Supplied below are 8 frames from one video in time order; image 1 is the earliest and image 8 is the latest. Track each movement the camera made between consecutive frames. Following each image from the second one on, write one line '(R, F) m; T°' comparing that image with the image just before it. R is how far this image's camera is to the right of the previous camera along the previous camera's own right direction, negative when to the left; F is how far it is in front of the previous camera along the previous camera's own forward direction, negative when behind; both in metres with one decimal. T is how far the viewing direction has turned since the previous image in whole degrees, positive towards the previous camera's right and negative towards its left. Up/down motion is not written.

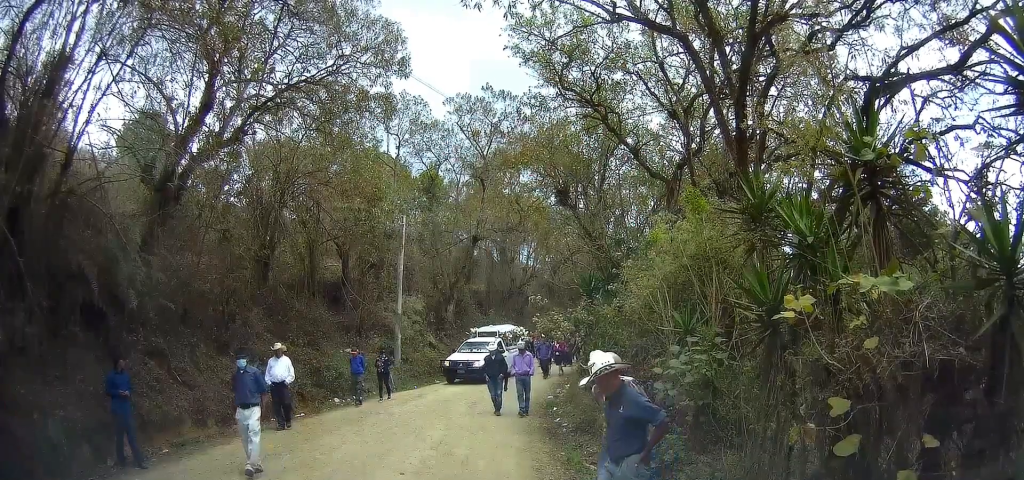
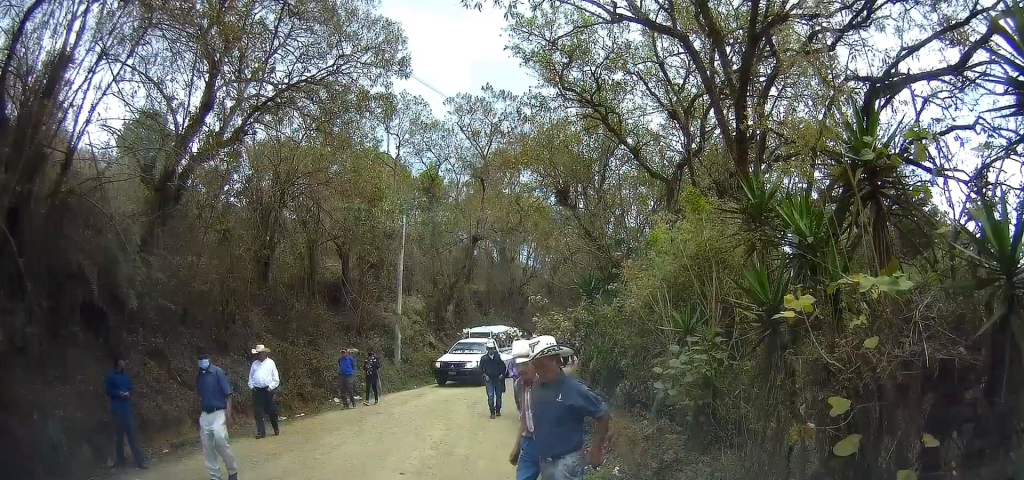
(+0.2, +0.1) m; 0°
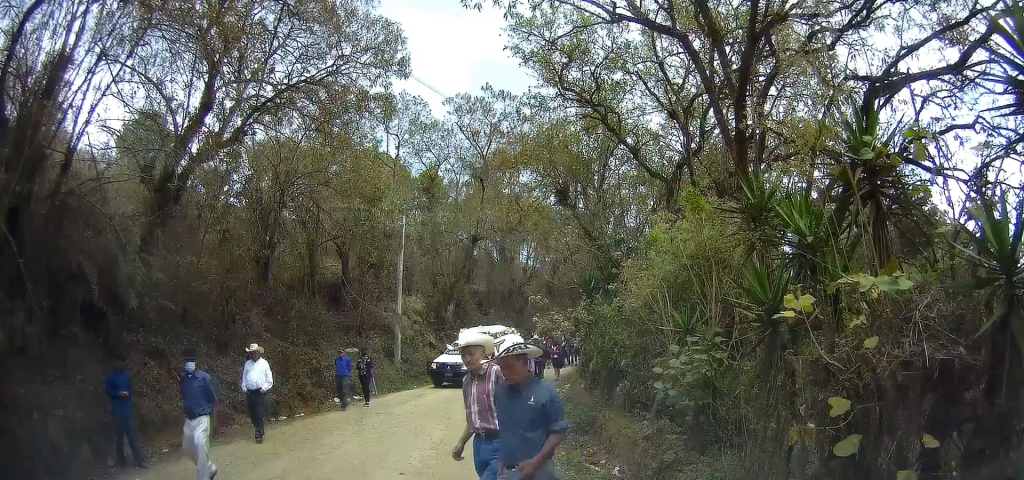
(0.0, 0.0) m; 0°
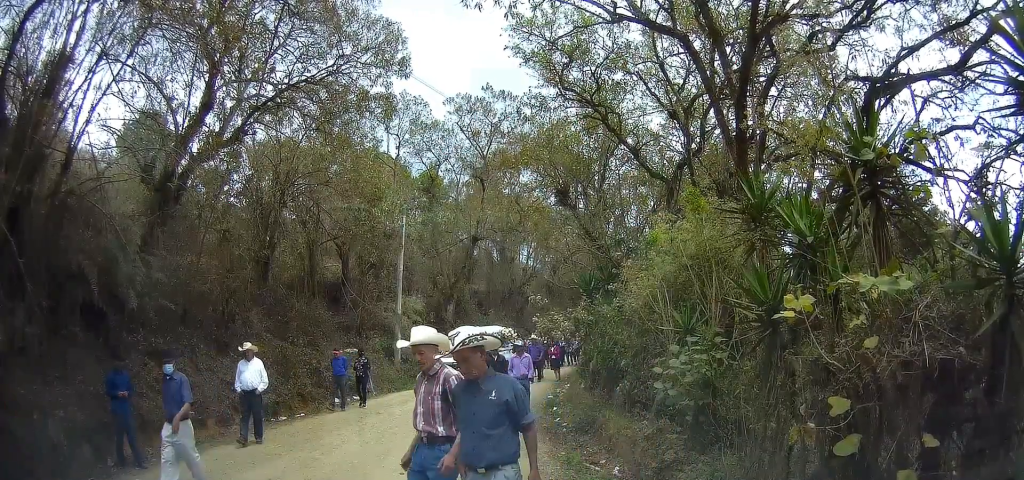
(0.0, 0.0) m; 0°
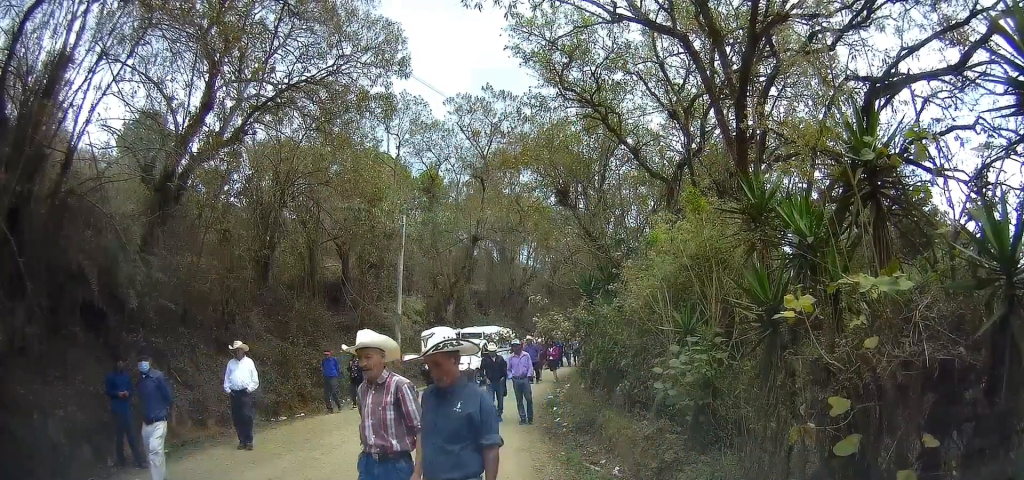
(0.0, 0.0) m; 0°
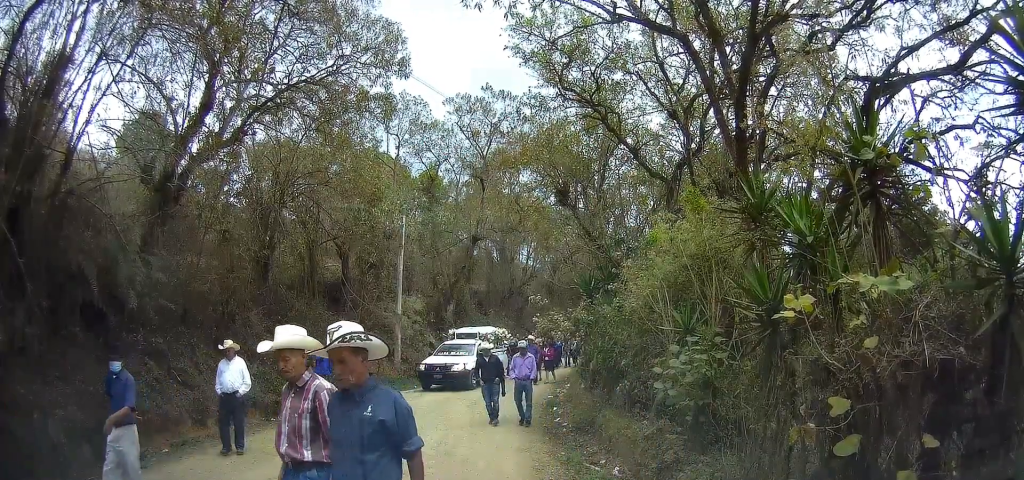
(0.0, -0.1) m; 0°
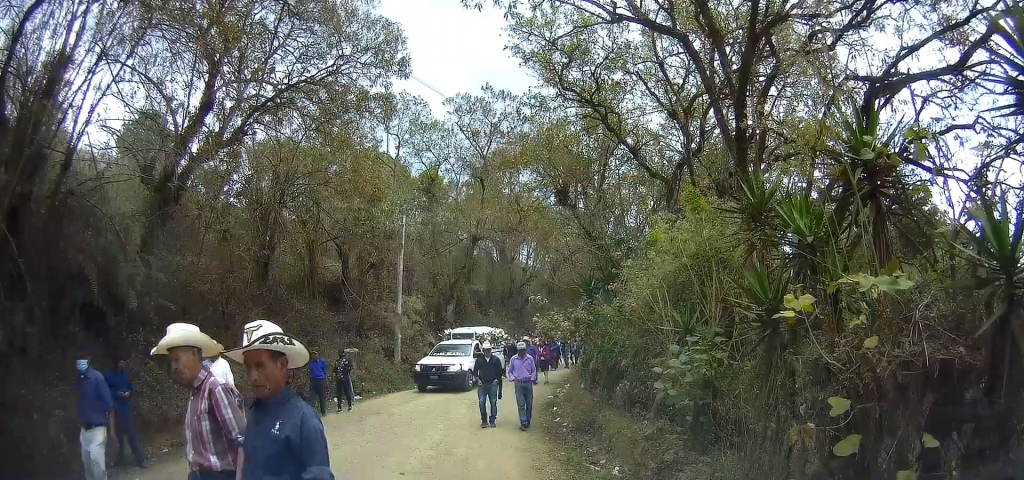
(-0.1, 0.0) m; 0°
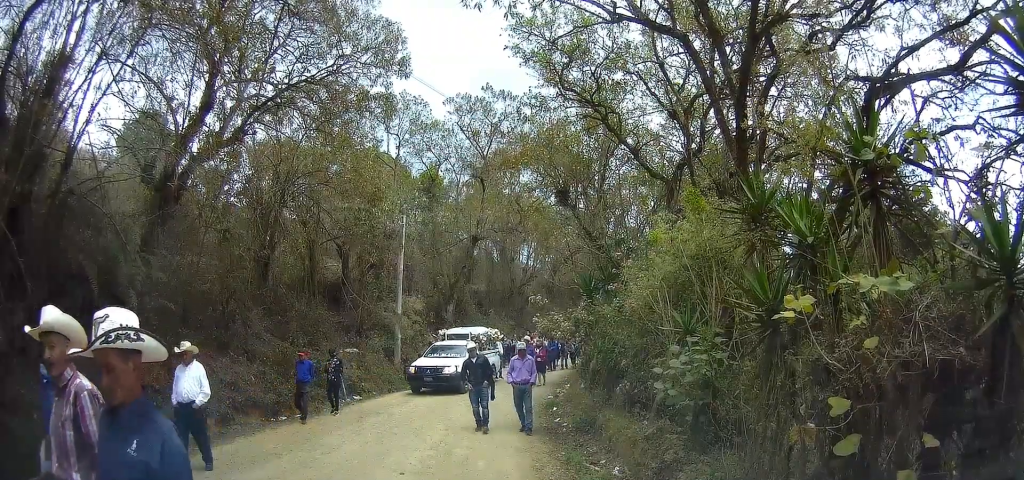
(-0.2, -0.1) m; 0°
